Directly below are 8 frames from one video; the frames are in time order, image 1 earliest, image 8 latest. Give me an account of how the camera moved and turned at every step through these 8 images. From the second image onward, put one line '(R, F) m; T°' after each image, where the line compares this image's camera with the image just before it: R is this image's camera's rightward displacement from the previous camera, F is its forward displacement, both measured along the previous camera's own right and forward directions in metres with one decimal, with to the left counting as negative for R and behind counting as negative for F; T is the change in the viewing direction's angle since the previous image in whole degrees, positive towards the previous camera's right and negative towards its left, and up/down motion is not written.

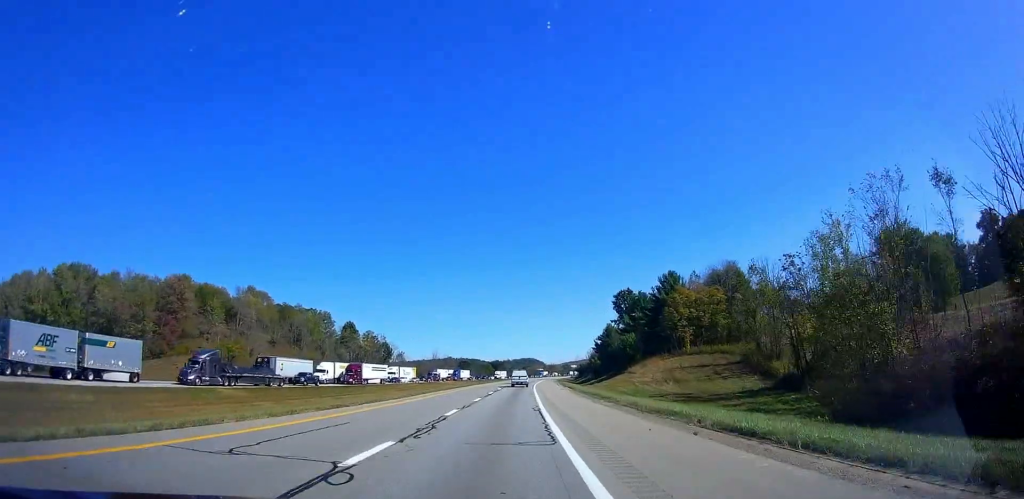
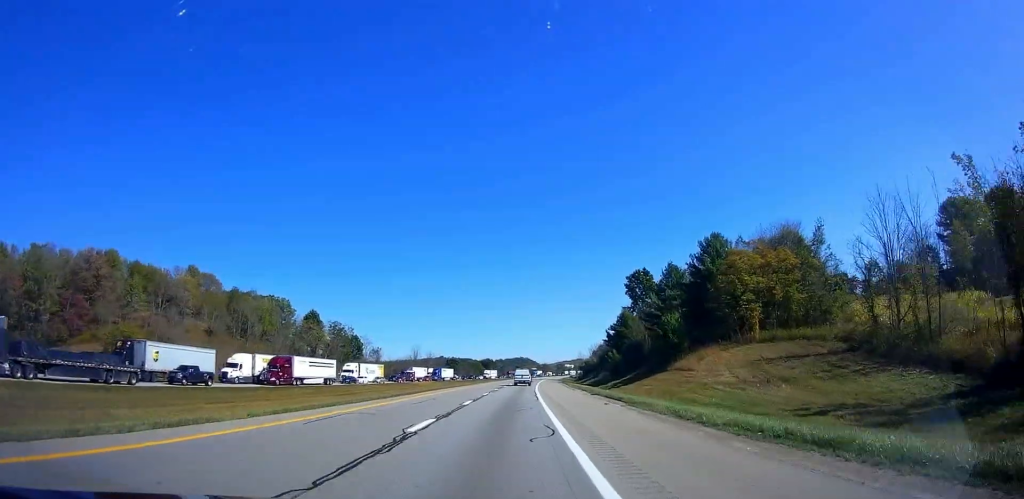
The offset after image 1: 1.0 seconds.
(+0.5, +31.2) m; +2°
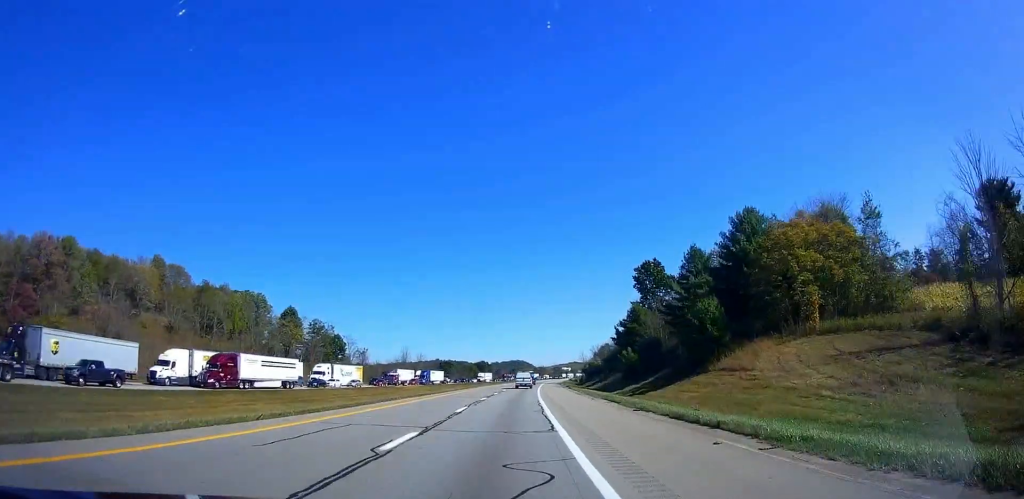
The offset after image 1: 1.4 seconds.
(+0.2, +15.0) m; +1°
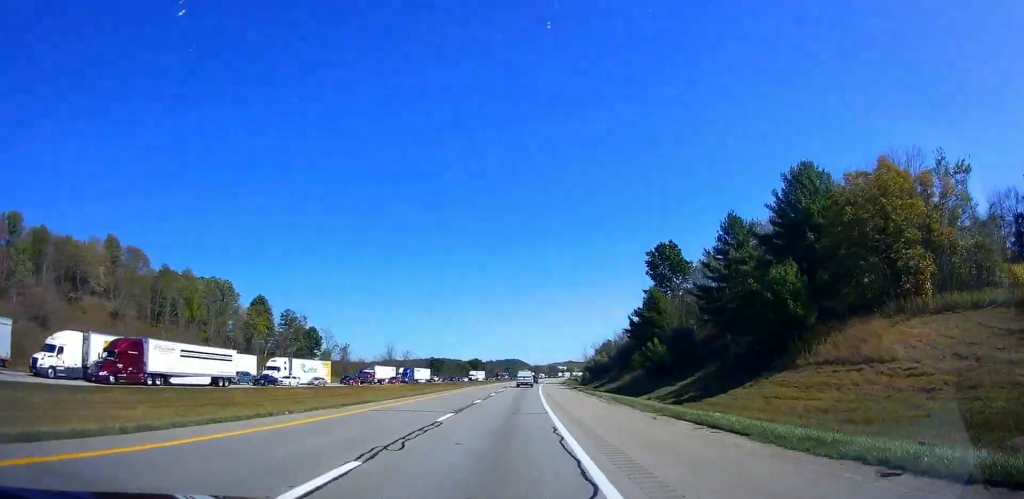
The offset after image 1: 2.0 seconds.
(0.0, +17.2) m; +1°
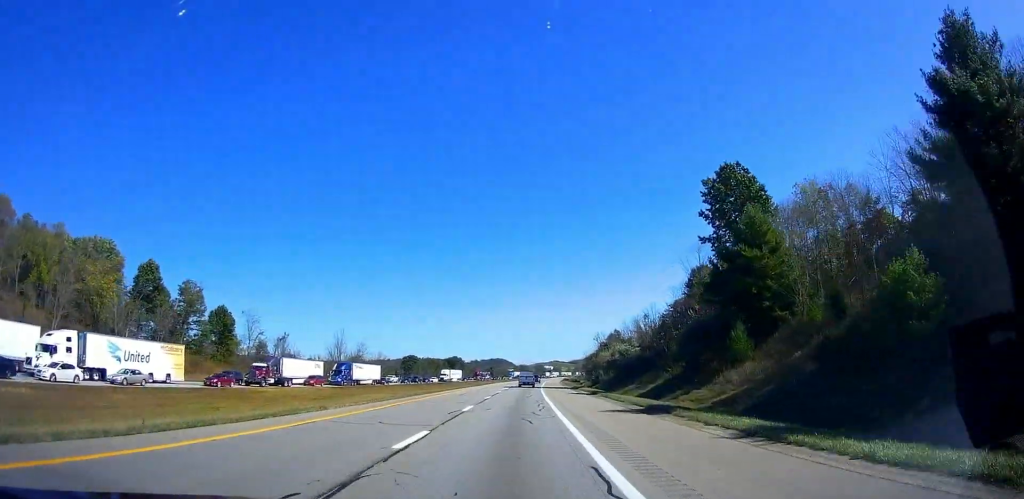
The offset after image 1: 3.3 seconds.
(+0.9, +42.9) m; +1°
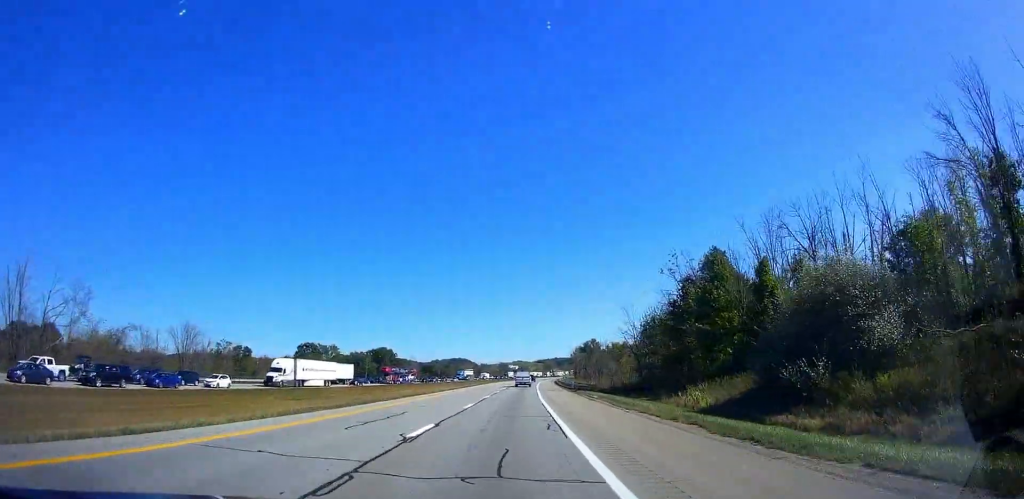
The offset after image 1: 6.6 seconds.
(+3.3, +104.1) m; +4°
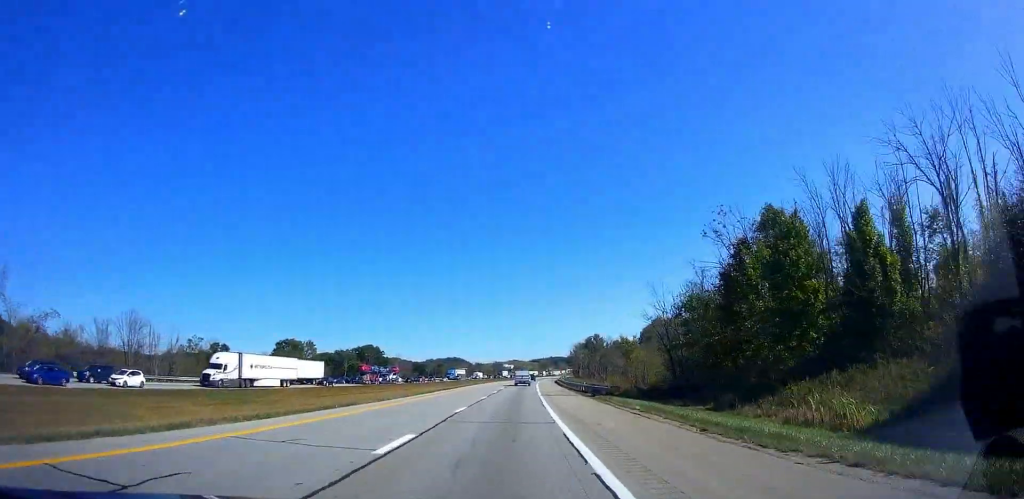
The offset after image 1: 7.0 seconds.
(+0.4, +15.0) m; +1°
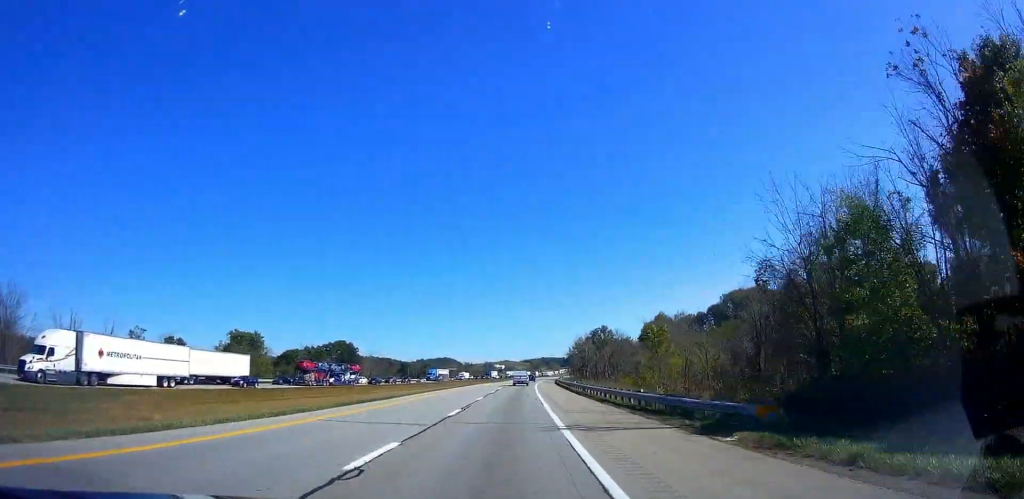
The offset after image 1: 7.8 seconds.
(+0.3, +25.8) m; +1°
